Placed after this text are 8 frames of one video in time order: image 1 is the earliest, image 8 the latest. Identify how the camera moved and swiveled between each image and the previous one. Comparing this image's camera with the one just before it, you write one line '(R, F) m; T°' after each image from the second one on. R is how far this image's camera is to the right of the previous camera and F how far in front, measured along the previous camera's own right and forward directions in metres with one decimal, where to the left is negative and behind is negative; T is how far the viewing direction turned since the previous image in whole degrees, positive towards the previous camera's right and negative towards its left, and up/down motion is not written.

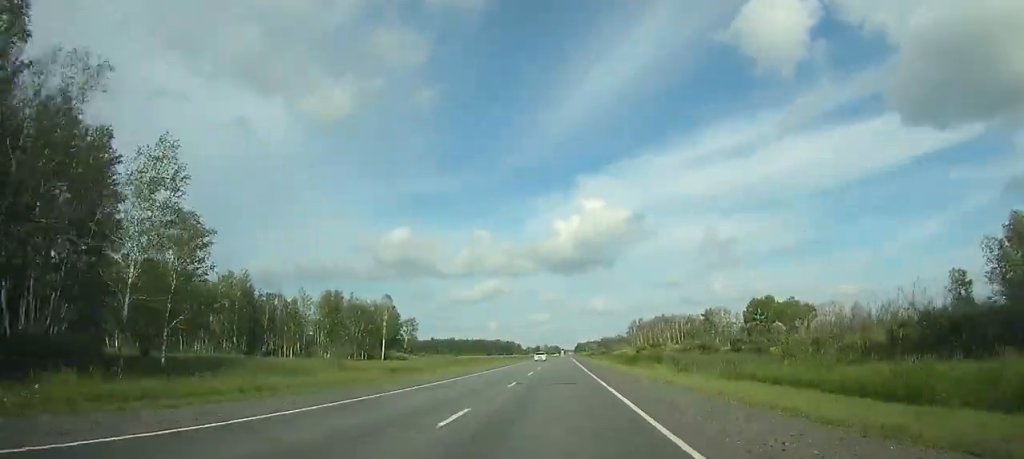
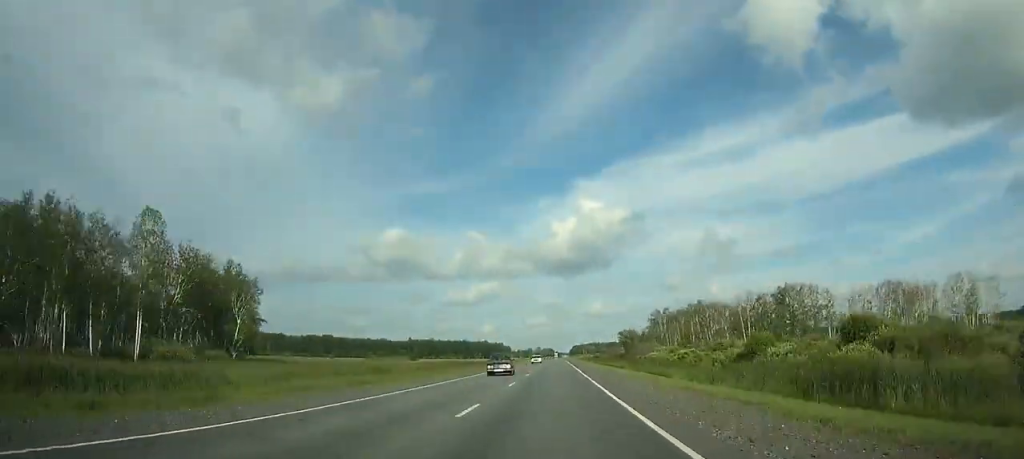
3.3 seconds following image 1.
(+0.8, +90.6) m; +1°
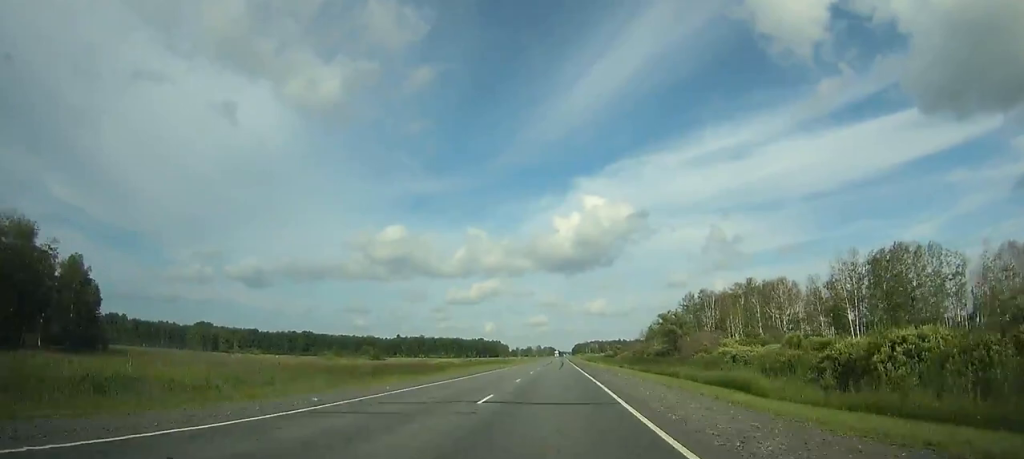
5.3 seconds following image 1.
(0.0, +57.1) m; 0°
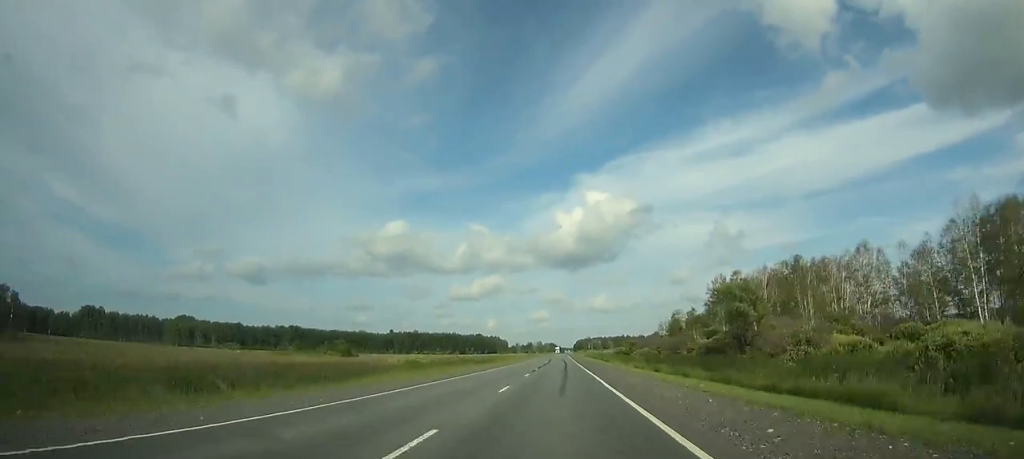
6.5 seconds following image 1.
(0.0, +33.6) m; 0°
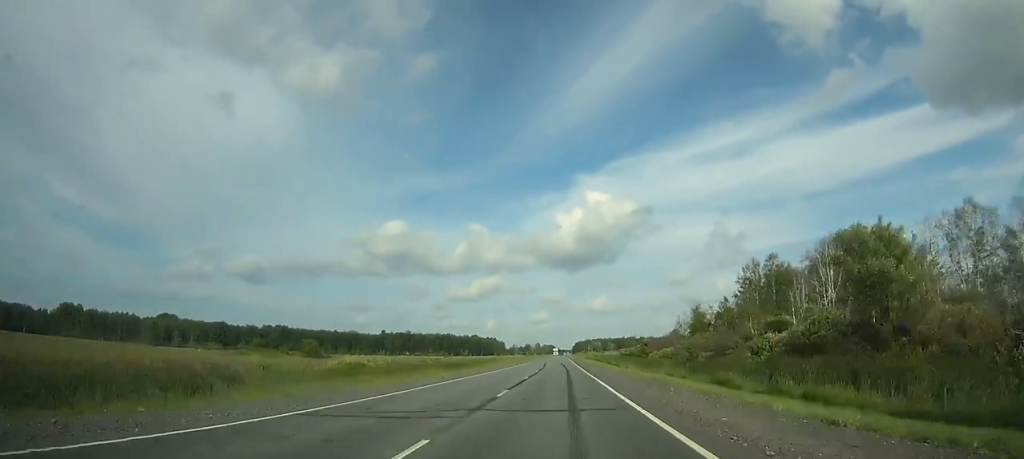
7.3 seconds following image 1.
(0.0, +25.7) m; 0°
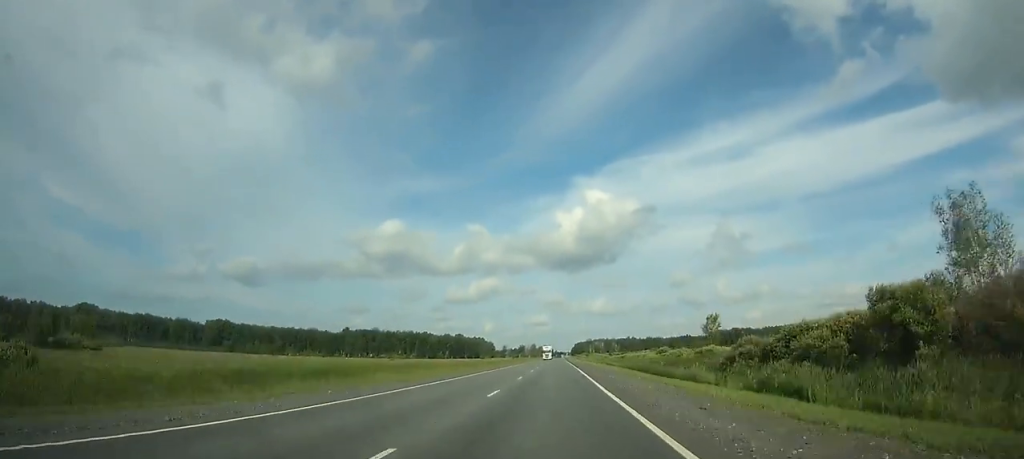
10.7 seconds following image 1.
(+0.4, +95.7) m; 0°
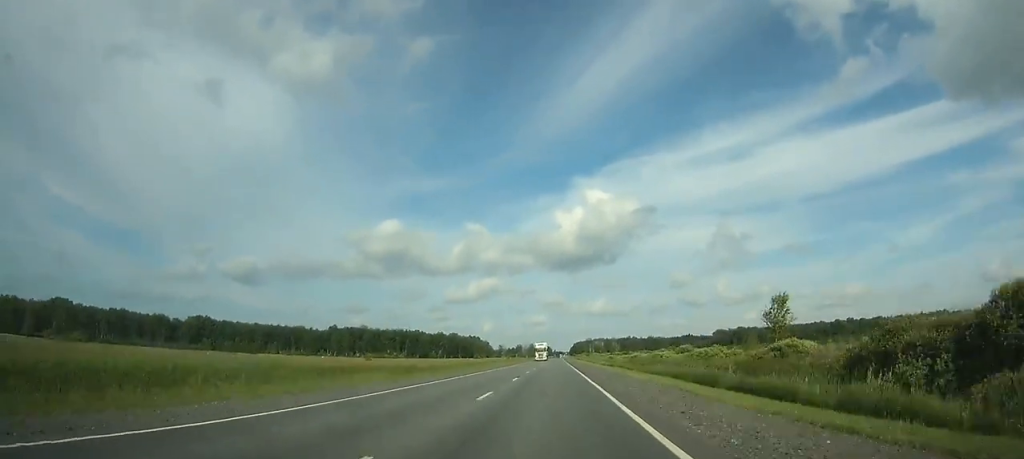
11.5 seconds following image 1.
(0.0, +24.0) m; 0°
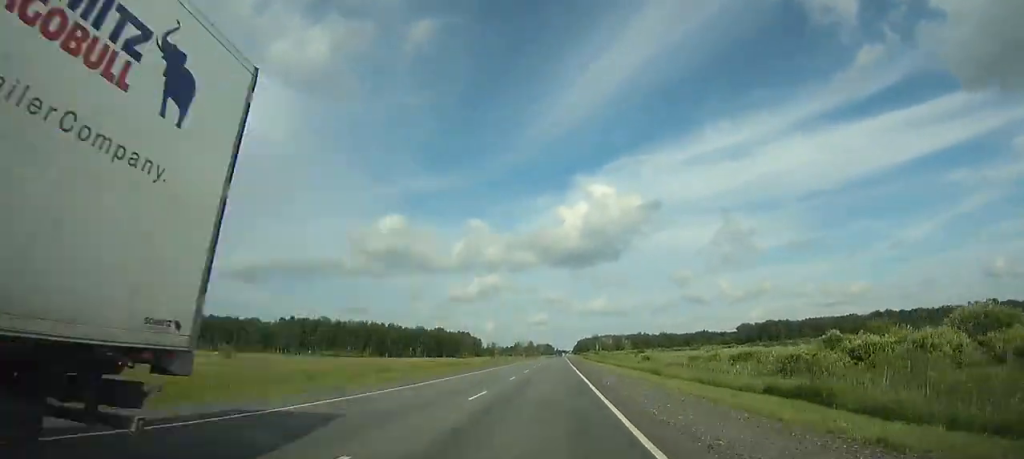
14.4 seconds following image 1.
(-0.2, +81.7) m; 0°
